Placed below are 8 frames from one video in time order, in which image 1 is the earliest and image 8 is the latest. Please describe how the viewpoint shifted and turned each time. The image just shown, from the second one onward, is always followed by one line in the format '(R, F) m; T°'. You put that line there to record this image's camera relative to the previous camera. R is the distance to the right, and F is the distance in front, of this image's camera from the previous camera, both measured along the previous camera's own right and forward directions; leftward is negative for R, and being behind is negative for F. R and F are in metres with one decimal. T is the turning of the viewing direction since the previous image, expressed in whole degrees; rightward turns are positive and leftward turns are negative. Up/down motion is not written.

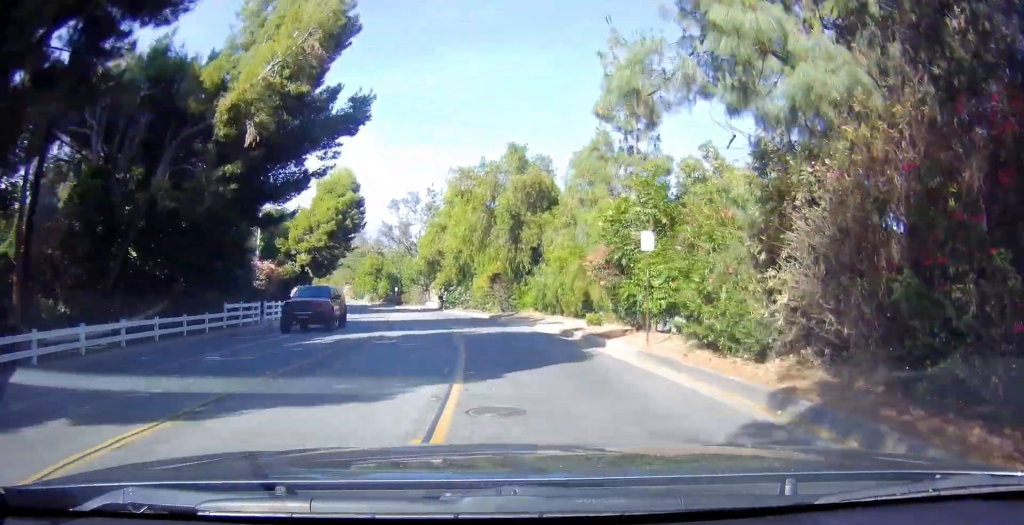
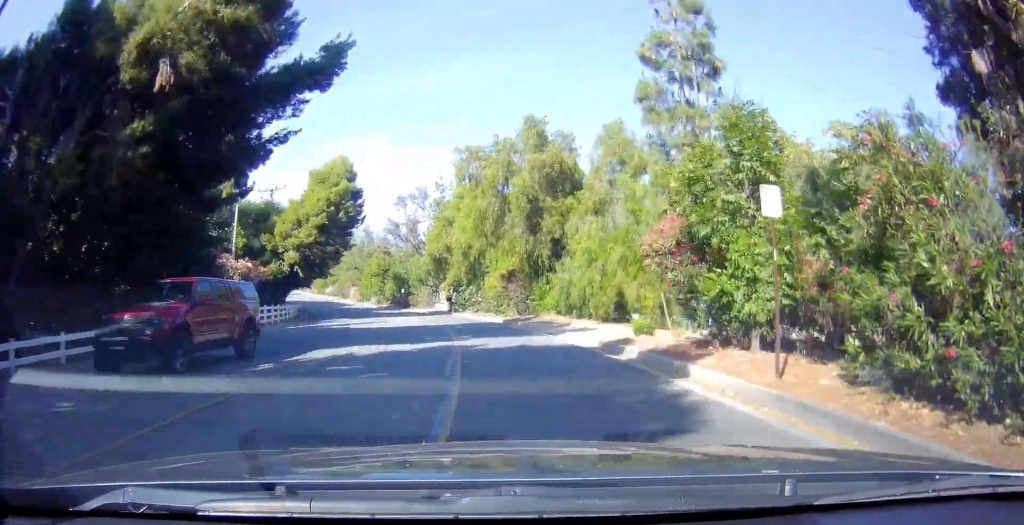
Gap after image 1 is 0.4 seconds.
(+0.3, +6.7) m; -1°
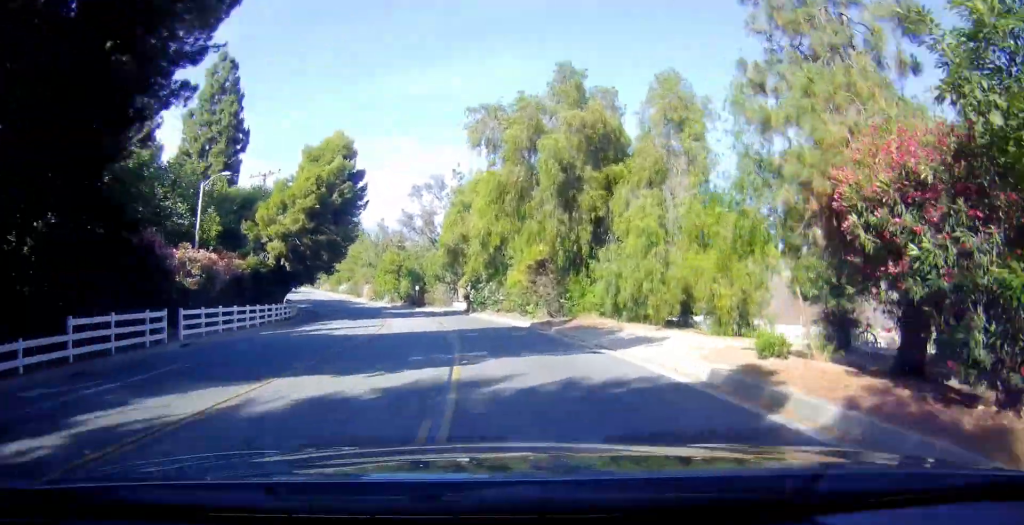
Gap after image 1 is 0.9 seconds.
(-0.2, +7.2) m; -3°
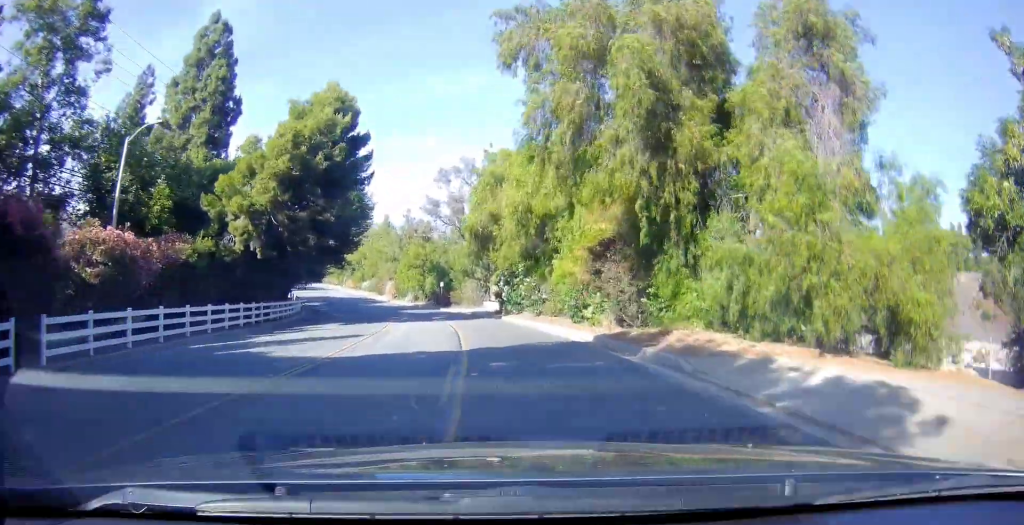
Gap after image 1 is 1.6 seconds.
(-0.2, +10.2) m; -6°
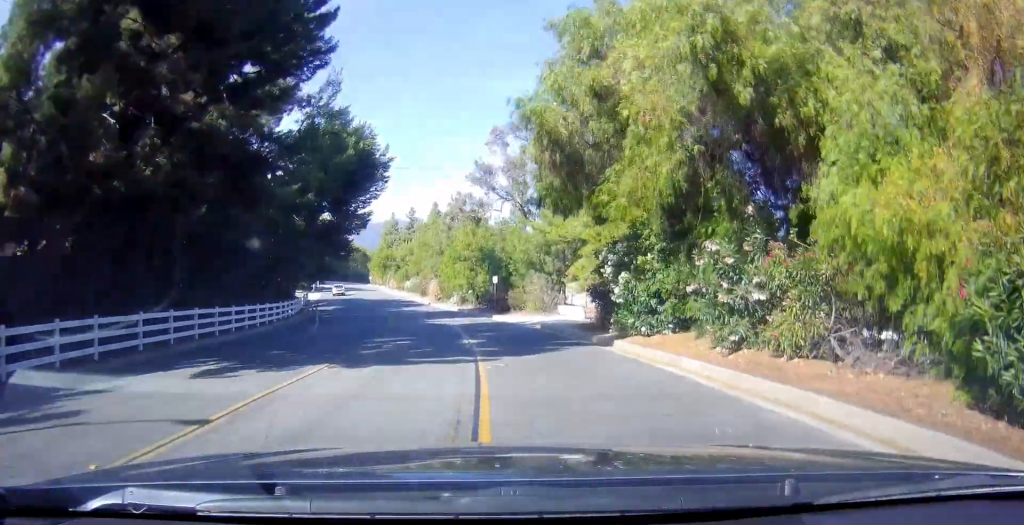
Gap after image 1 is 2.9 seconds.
(-1.6, +19.8) m; -5°
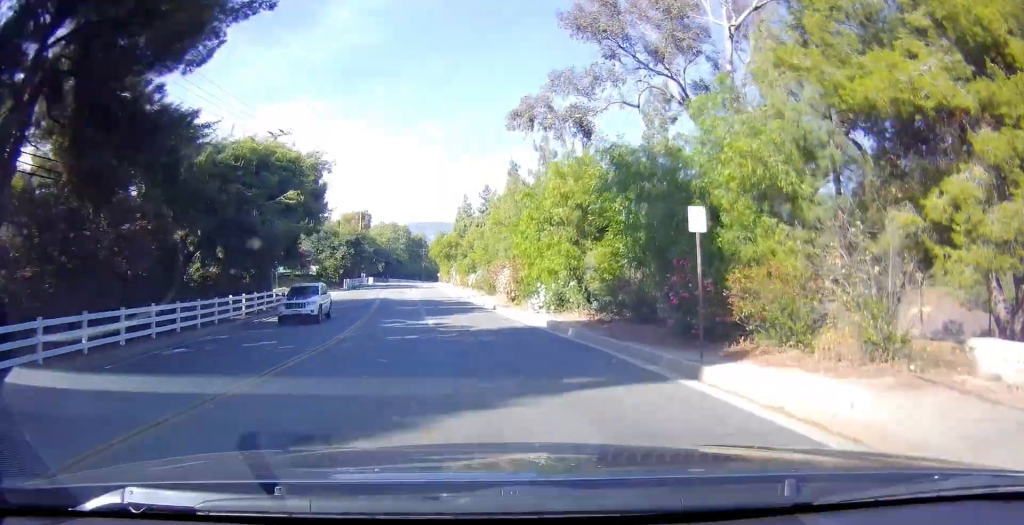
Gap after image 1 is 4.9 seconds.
(-0.6, +30.6) m; -5°
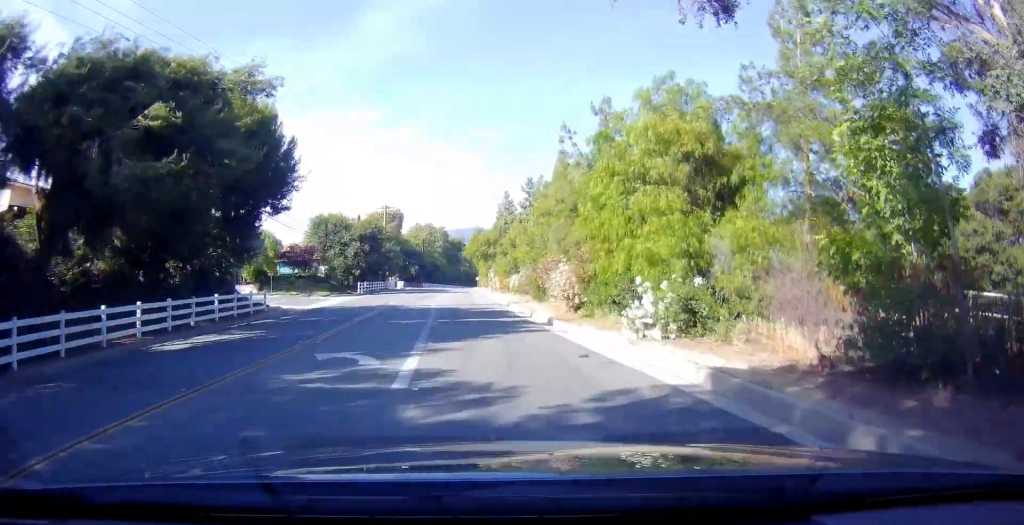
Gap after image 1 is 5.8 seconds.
(-0.5, +13.8) m; -4°
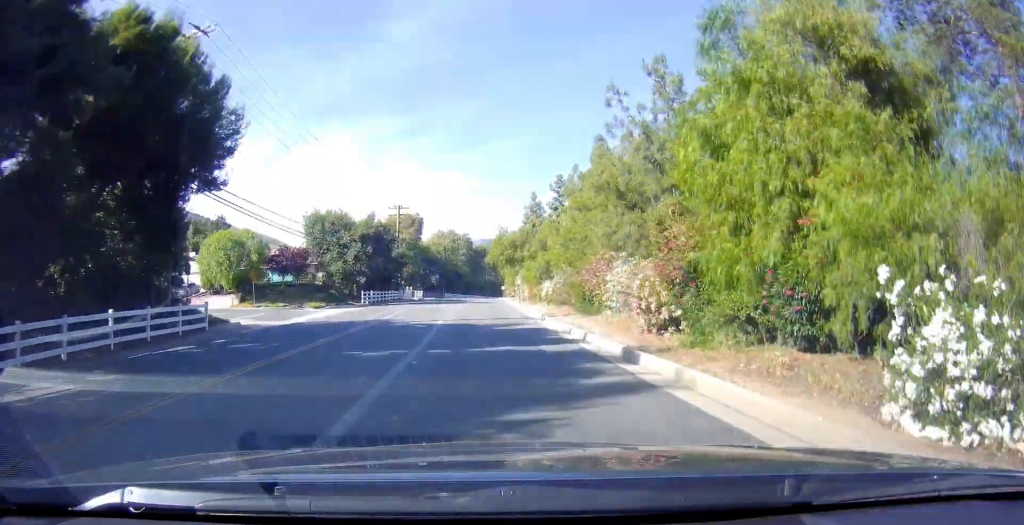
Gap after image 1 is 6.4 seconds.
(0.0, +10.2) m; -3°
